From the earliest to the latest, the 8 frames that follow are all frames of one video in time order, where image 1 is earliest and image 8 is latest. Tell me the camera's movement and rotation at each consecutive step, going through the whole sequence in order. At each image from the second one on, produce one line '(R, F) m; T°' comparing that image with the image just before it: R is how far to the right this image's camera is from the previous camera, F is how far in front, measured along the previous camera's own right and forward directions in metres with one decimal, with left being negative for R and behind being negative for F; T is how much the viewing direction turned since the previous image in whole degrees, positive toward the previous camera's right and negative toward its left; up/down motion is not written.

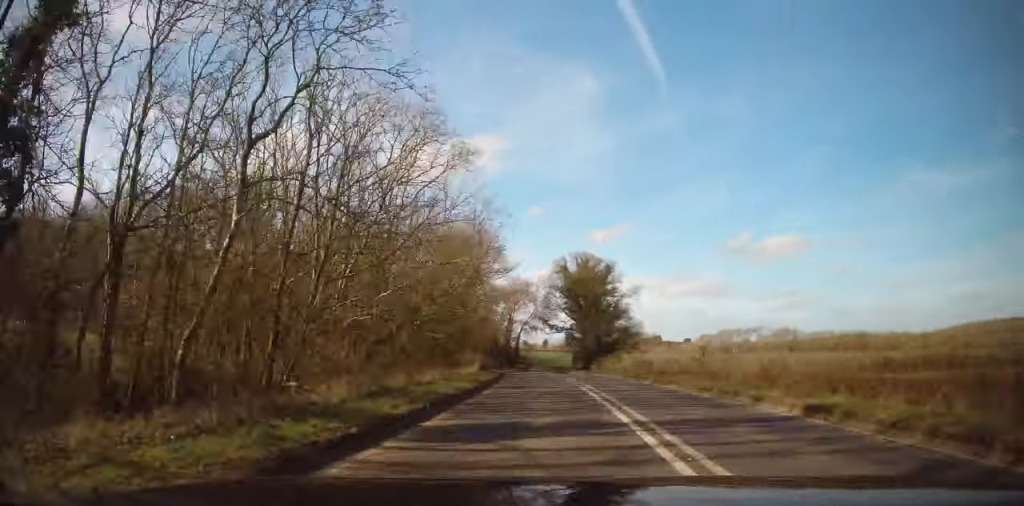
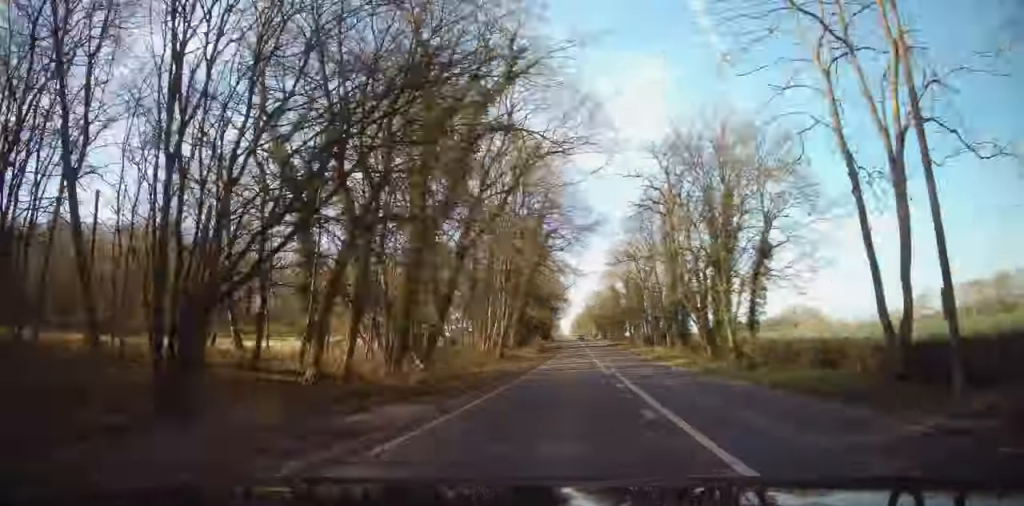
(-18.5, +169.9) m; -5°
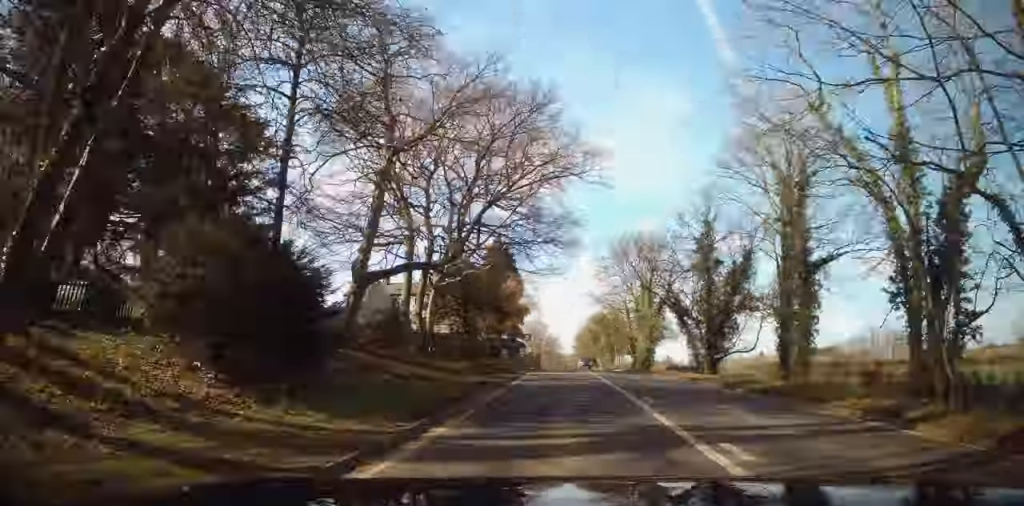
(+1.0, +103.9) m; +1°
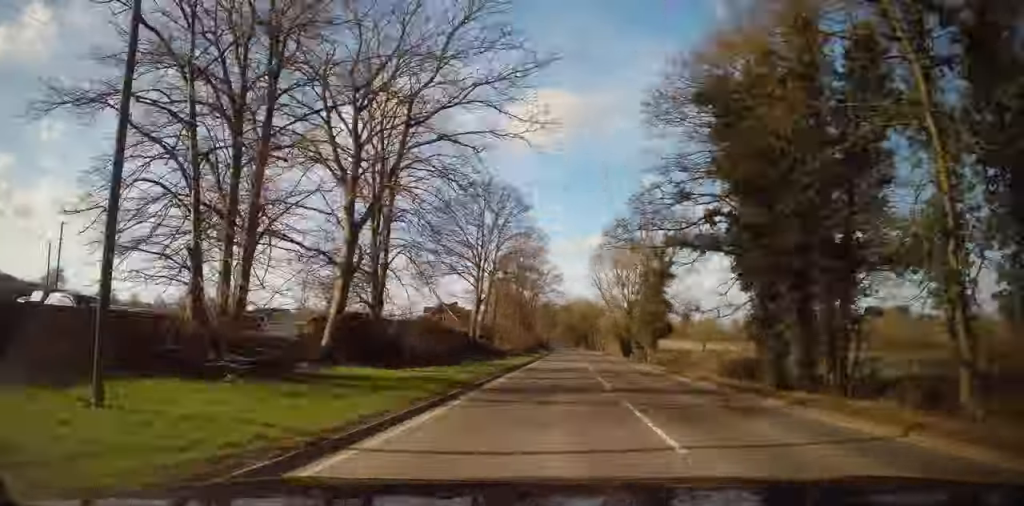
(+2.9, +147.0) m; +1°
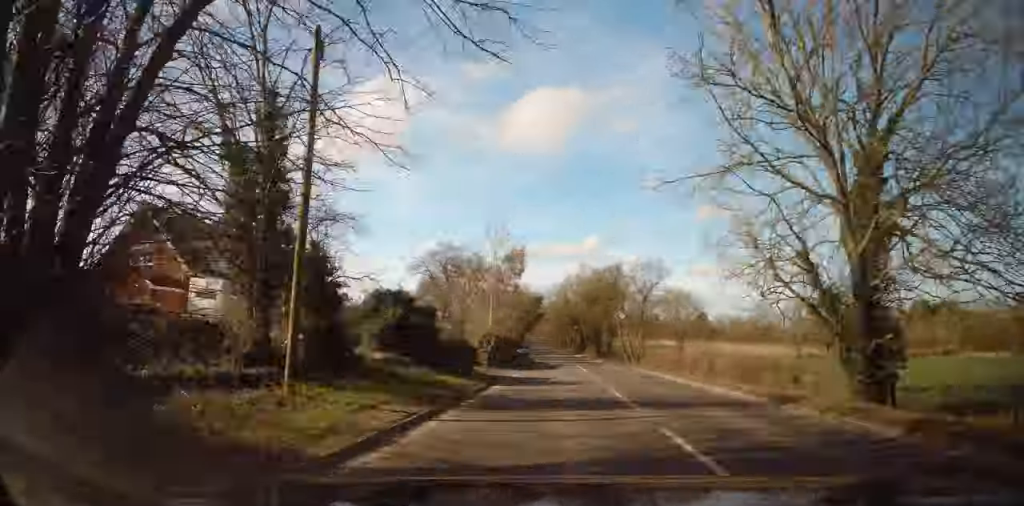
(-0.3, +72.6) m; -1°
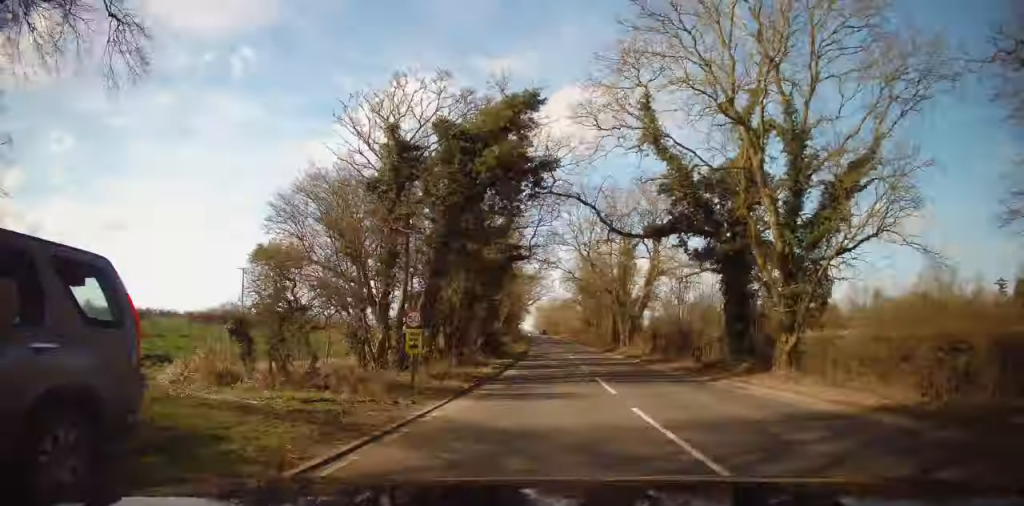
(-0.3, +81.9) m; -2°
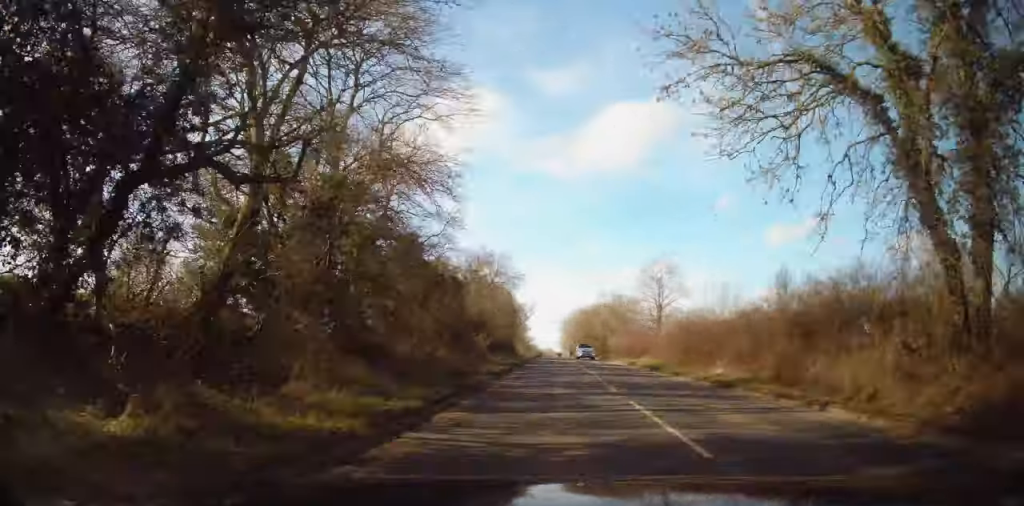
(-2.5, +86.1) m; -2°
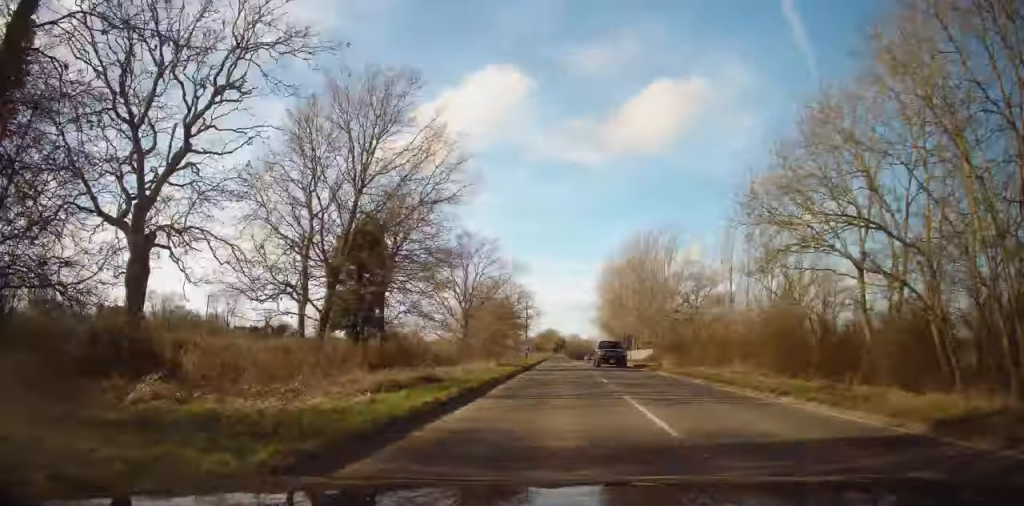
(-2.0, +105.4) m; +1°
